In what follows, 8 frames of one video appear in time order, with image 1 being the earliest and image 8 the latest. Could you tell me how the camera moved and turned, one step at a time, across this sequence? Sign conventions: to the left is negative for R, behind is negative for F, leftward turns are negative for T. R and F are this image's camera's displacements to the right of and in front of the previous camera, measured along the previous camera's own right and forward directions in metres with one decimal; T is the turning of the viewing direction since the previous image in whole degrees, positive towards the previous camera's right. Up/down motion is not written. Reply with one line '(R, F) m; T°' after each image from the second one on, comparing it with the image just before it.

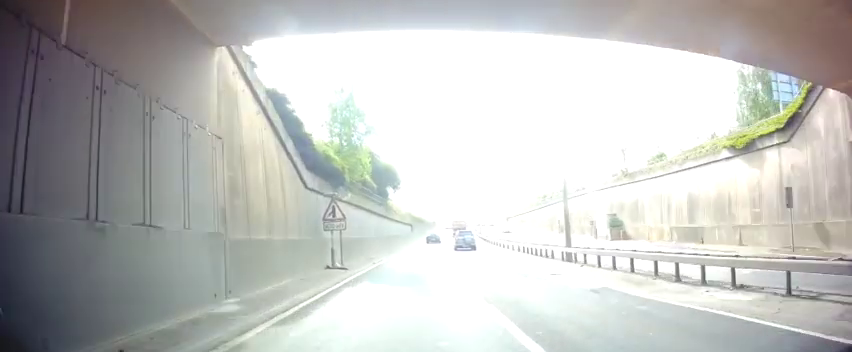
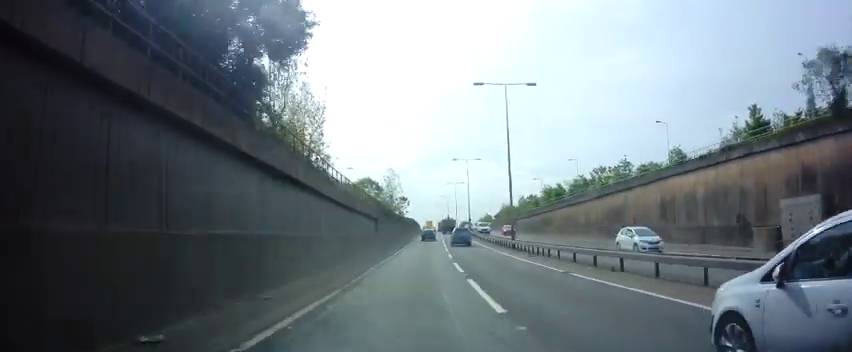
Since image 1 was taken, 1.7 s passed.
(+0.8, +32.5) m; +4°
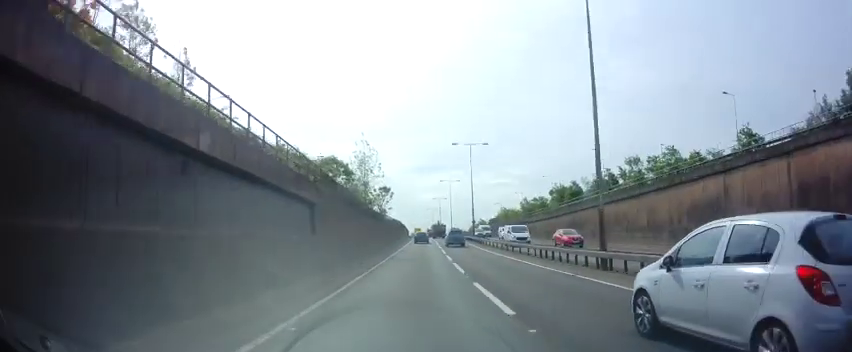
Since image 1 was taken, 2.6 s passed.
(+0.3, +17.9) m; +3°
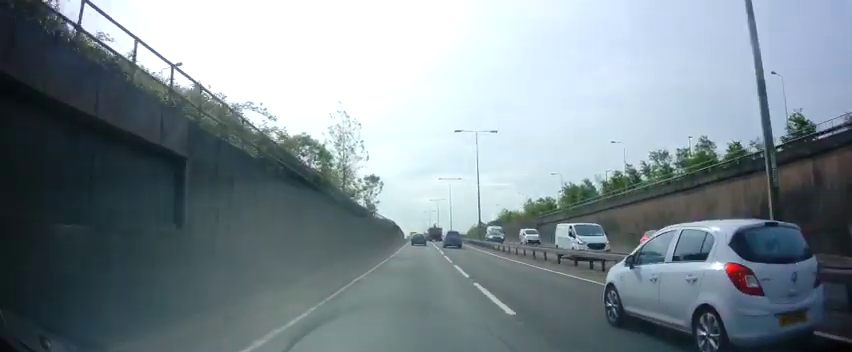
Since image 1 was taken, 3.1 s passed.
(+0.1, +8.9) m; +1°
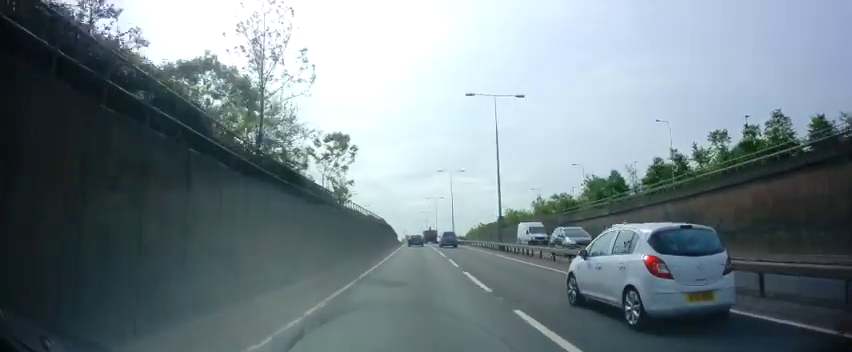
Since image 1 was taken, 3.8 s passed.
(+0.6, +13.9) m; +1°
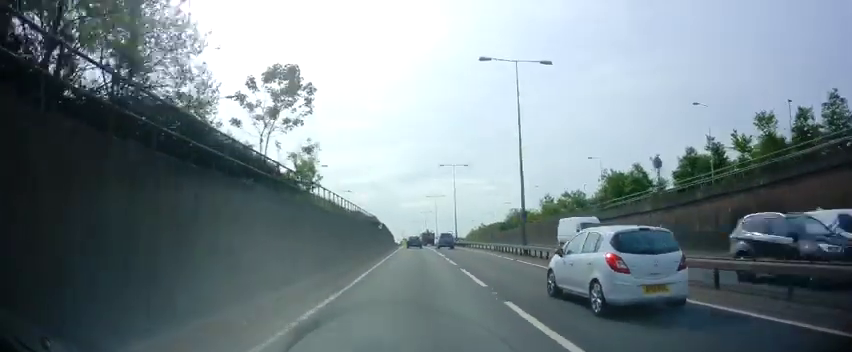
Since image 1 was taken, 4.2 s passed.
(-0.1, +8.0) m; 0°
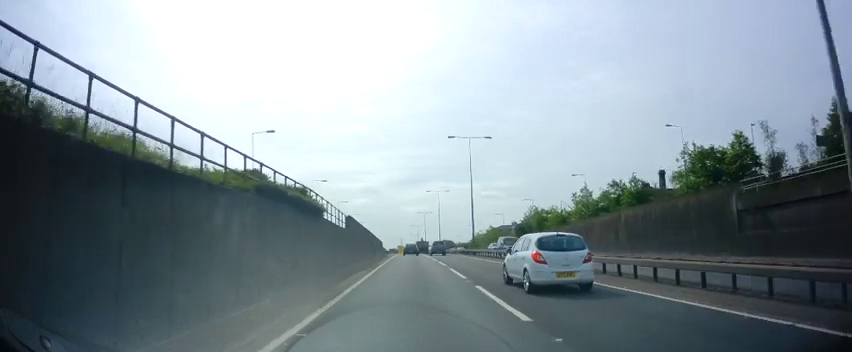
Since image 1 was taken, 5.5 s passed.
(-0.1, +23.1) m; +1°
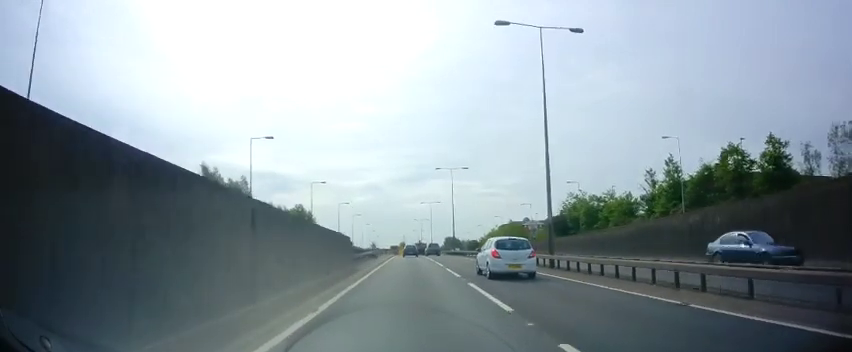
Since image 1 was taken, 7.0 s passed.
(+0.4, +26.5) m; 0°
